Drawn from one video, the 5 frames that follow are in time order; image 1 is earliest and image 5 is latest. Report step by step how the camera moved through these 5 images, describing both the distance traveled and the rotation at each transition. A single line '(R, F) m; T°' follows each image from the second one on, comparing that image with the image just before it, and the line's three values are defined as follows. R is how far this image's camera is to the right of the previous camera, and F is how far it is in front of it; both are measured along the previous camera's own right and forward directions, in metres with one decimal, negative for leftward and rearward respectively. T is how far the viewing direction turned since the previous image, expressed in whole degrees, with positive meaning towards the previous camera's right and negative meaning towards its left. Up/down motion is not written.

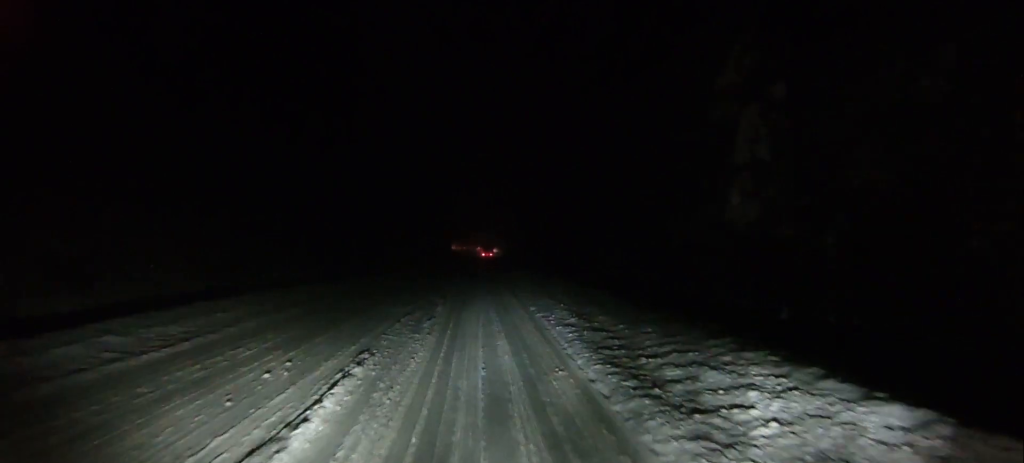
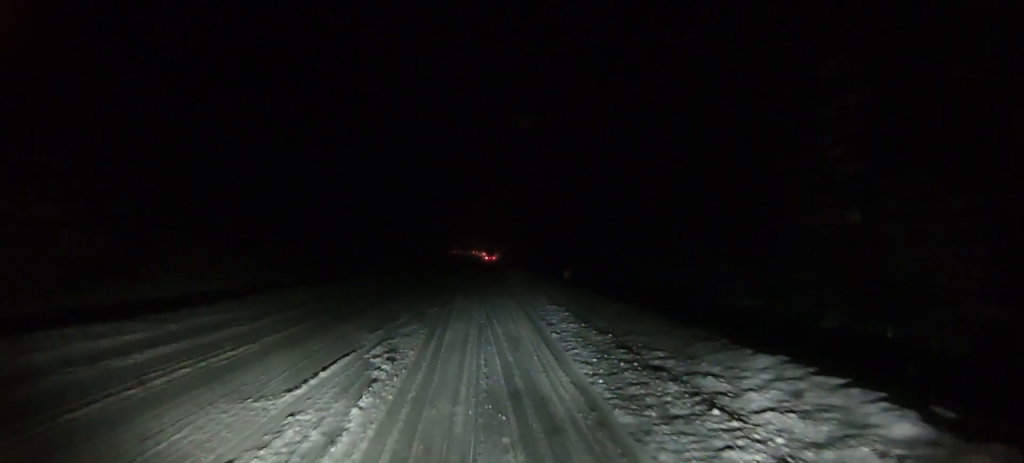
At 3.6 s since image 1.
(0.0, +18.6) m; 0°
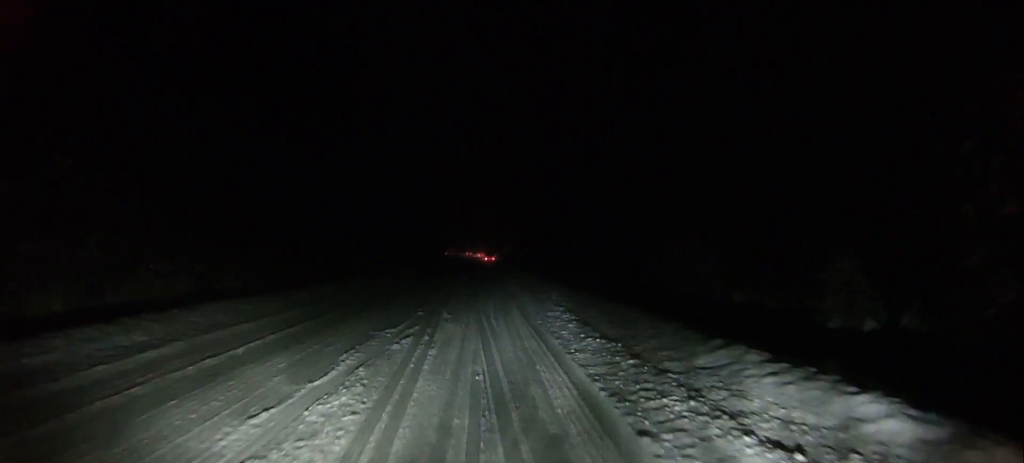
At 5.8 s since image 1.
(-0.5, +11.7) m; -3°
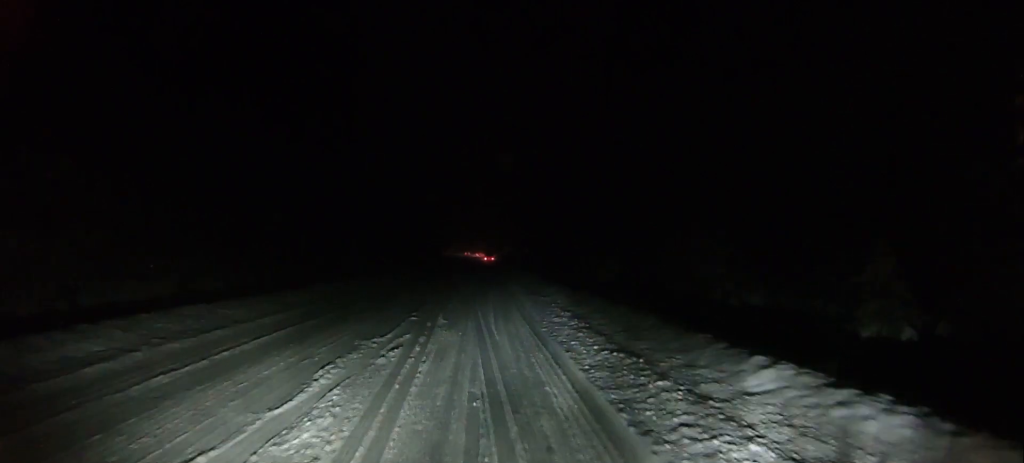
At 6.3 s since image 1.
(0.0, +2.5) m; 0°
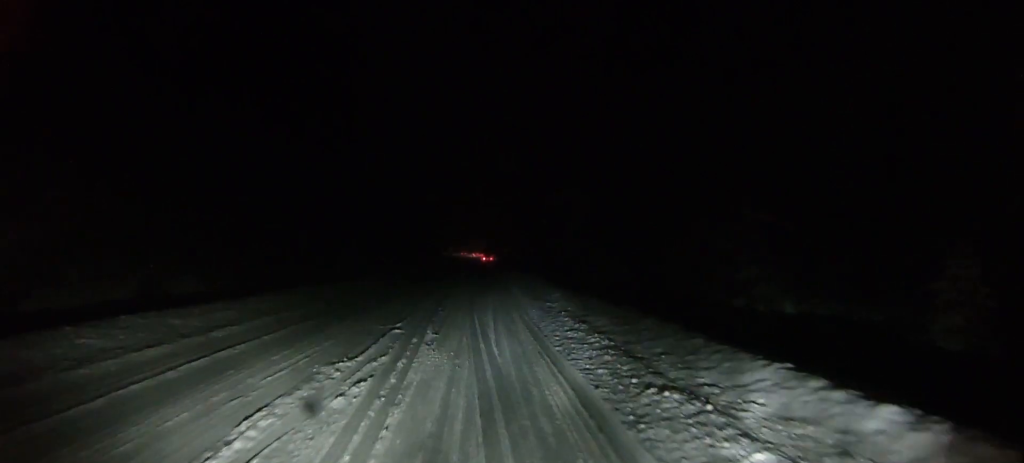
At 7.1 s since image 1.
(0.0, +4.6) m; 0°
